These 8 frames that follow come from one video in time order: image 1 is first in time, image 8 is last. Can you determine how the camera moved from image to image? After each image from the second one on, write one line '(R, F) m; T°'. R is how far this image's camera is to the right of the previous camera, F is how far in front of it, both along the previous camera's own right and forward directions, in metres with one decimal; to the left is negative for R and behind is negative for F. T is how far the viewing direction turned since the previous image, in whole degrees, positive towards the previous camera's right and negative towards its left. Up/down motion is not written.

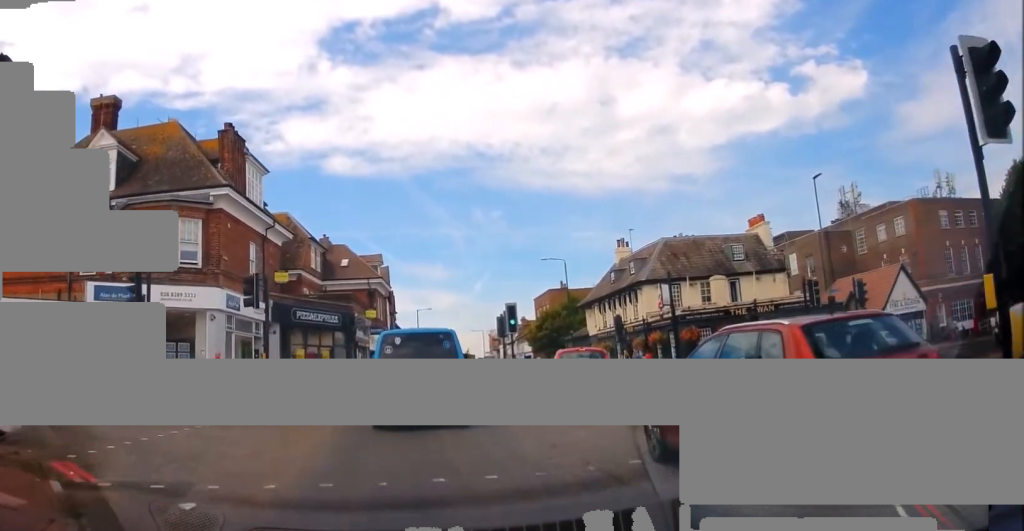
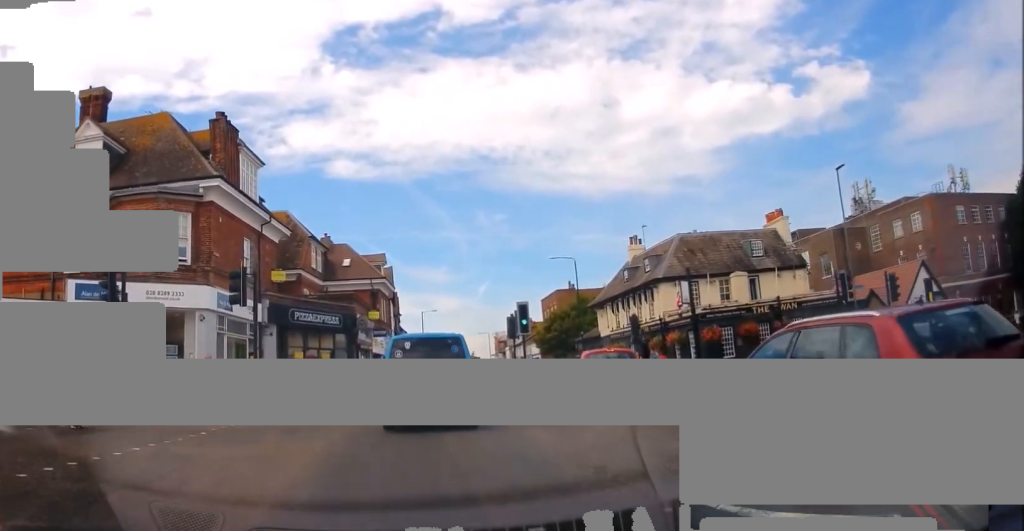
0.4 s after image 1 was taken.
(+0.1, +2.1) m; -3°
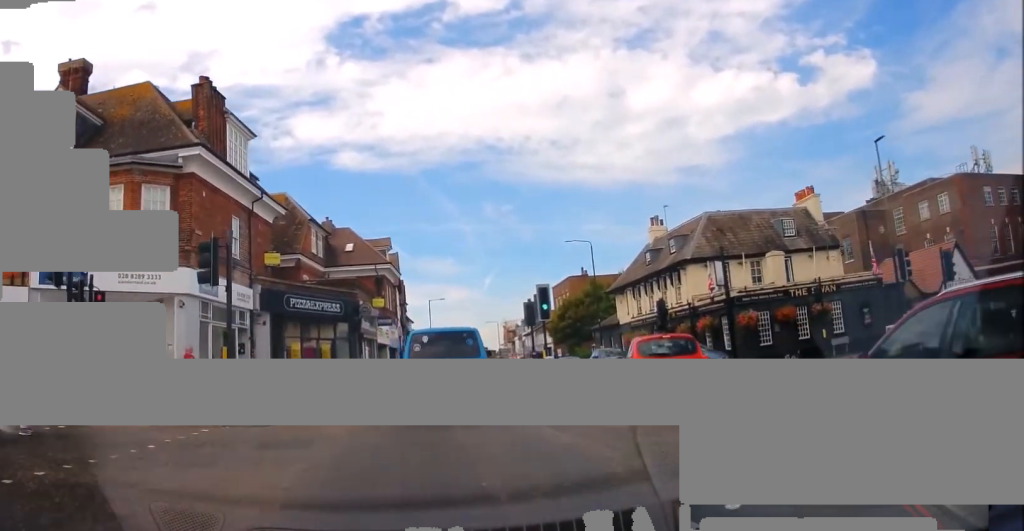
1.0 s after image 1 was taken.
(-0.3, +3.1) m; 0°
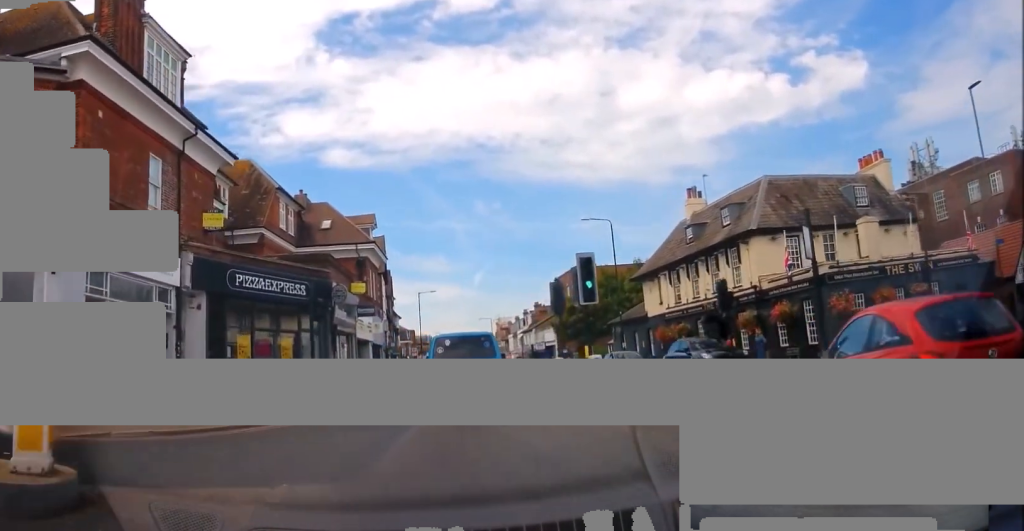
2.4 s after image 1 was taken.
(+0.3, +7.8) m; +5°
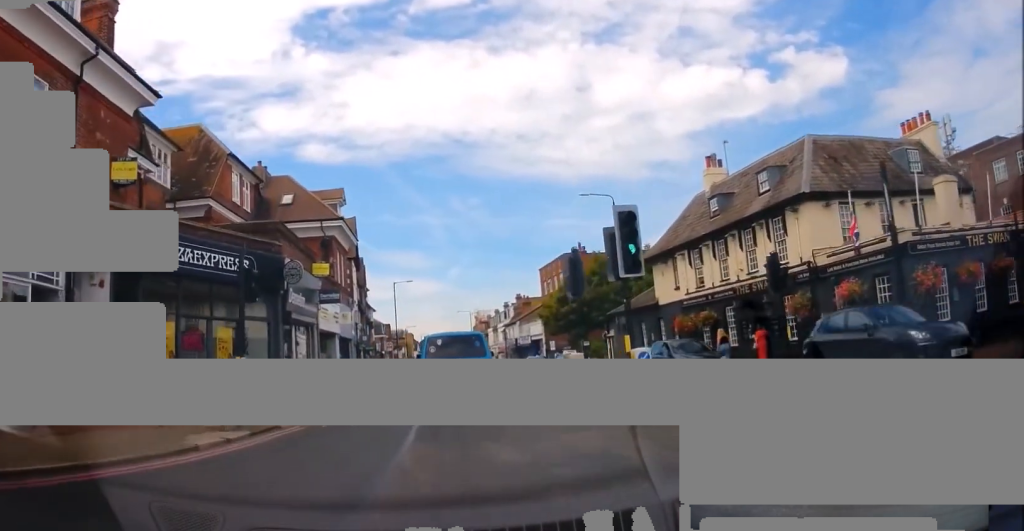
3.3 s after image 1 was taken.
(-0.1, +5.7) m; -1°
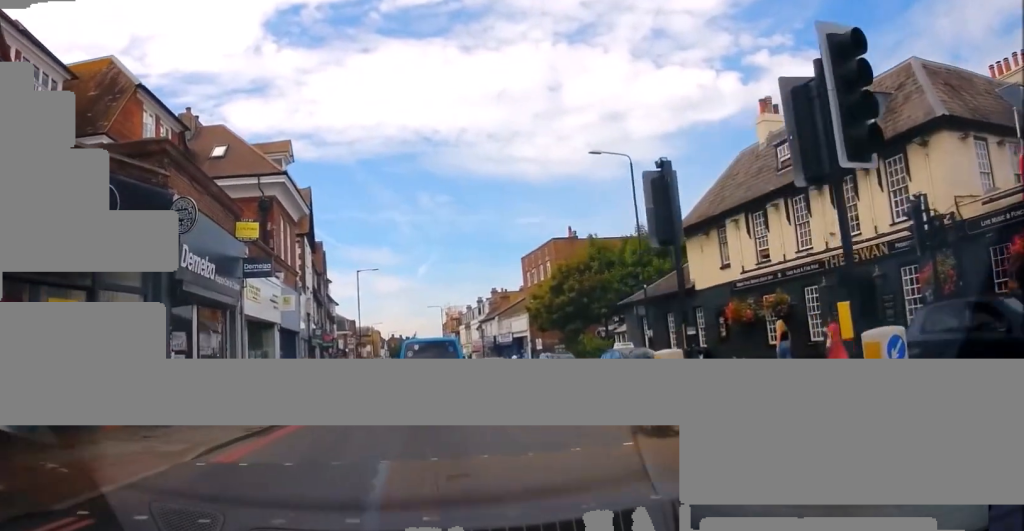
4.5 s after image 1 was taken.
(+0.1, +8.4) m; +5°
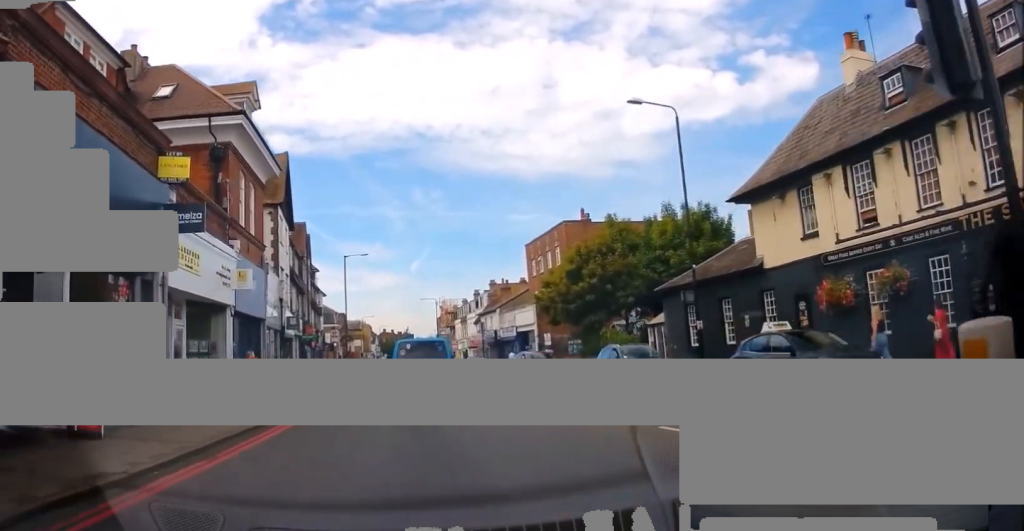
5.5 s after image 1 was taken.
(+0.5, +6.3) m; +1°
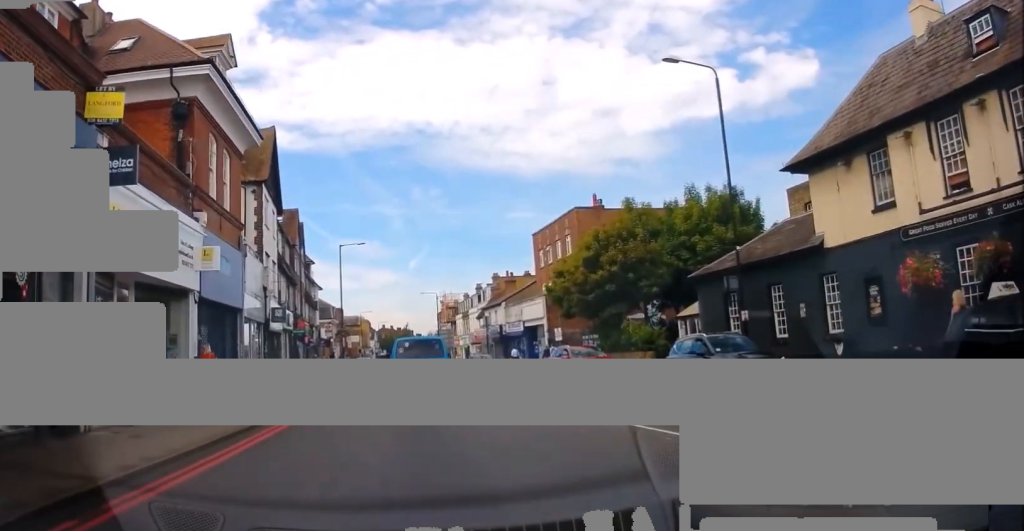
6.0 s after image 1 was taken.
(-0.3, +3.8) m; 0°
